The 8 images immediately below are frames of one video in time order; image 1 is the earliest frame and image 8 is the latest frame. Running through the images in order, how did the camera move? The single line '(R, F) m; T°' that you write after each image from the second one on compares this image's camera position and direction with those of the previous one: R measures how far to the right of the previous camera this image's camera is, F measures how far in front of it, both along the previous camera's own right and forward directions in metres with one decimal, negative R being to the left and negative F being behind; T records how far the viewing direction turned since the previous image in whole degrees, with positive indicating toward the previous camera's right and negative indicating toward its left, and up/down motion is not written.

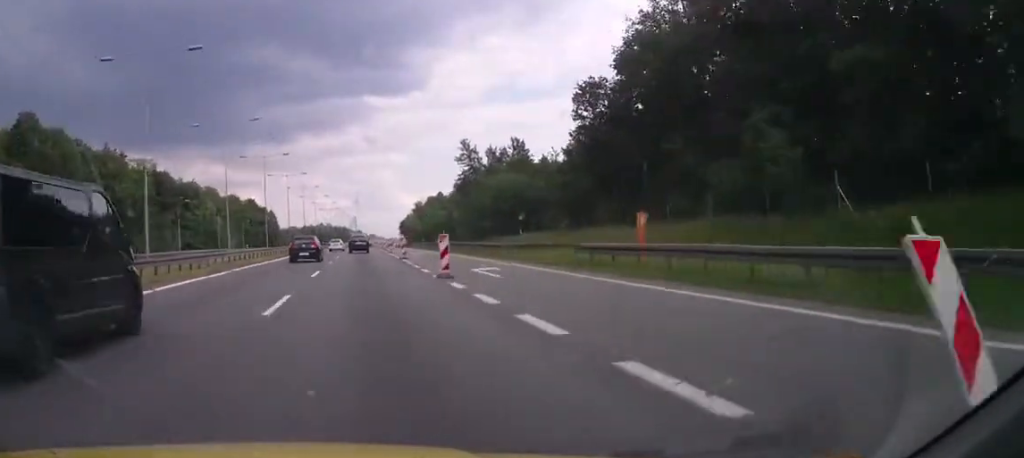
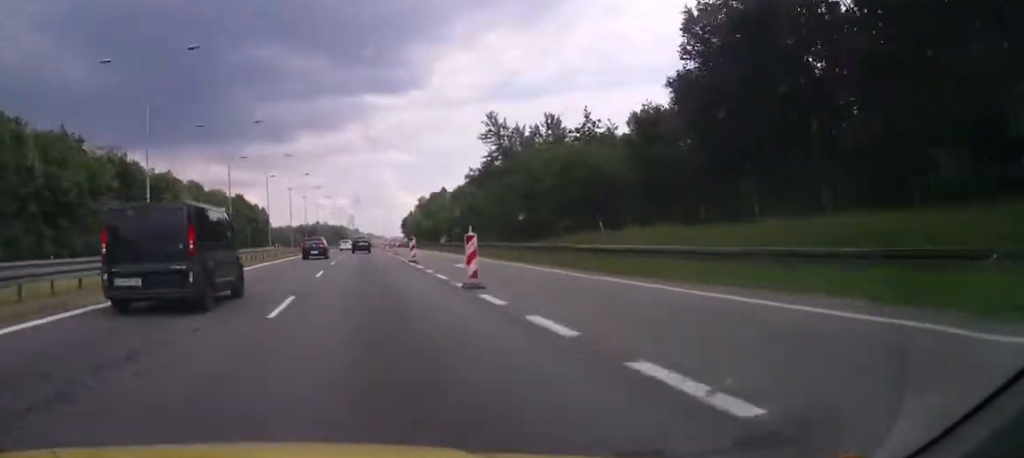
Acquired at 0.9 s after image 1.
(+0.3, +23.9) m; 0°
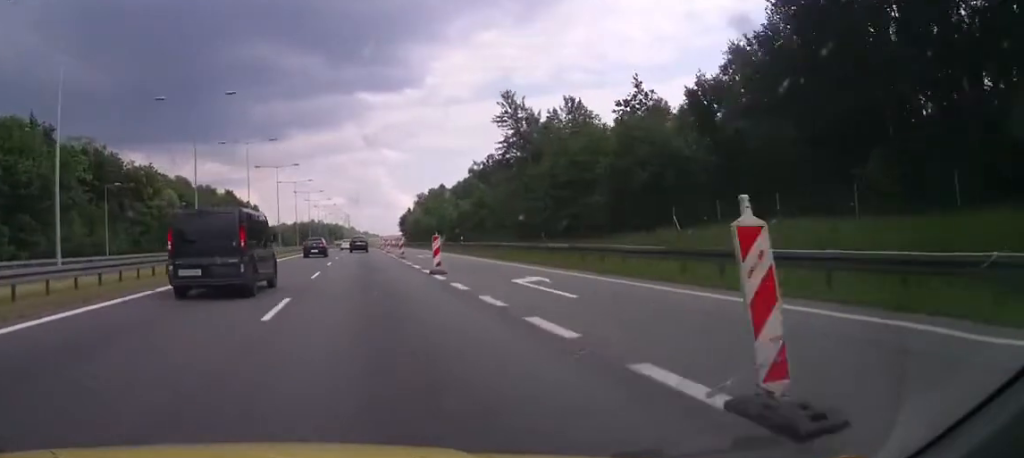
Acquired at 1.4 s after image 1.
(+0.1, +11.9) m; 0°
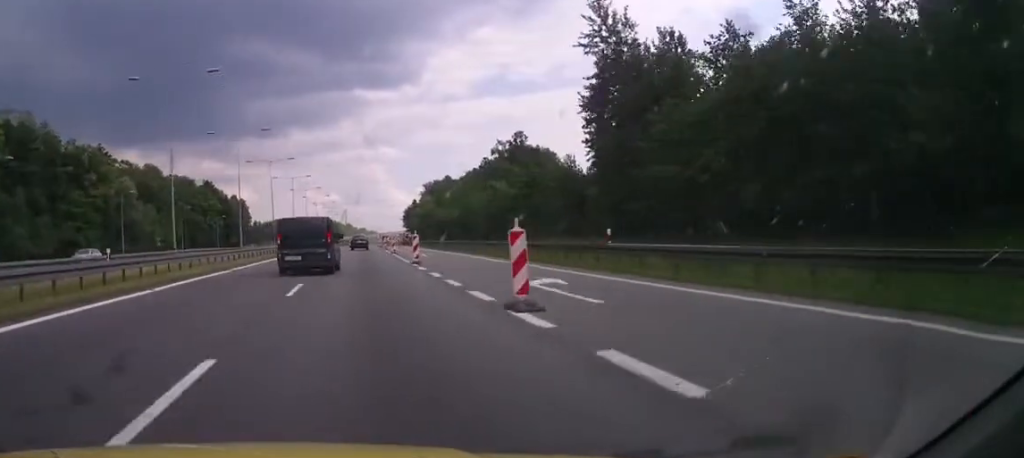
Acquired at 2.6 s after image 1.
(-0.6, +30.8) m; -1°
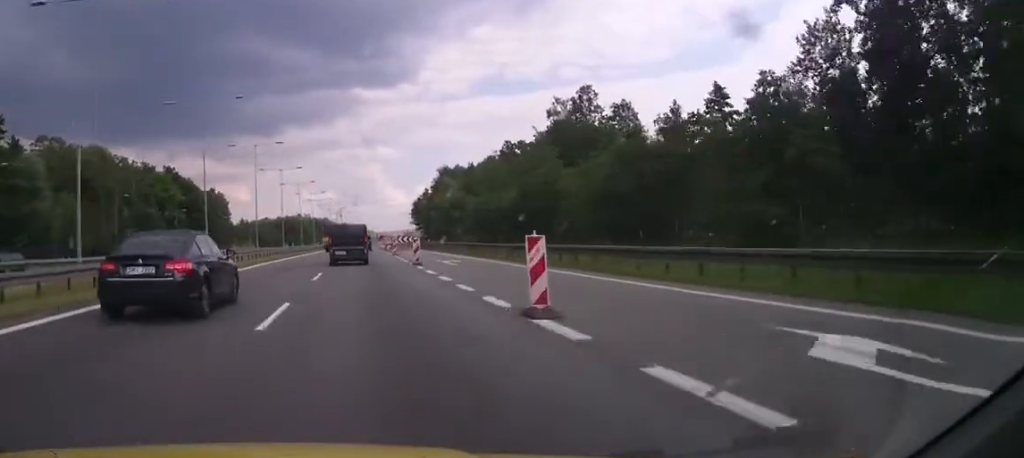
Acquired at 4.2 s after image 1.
(+0.8, +40.5) m; +1°
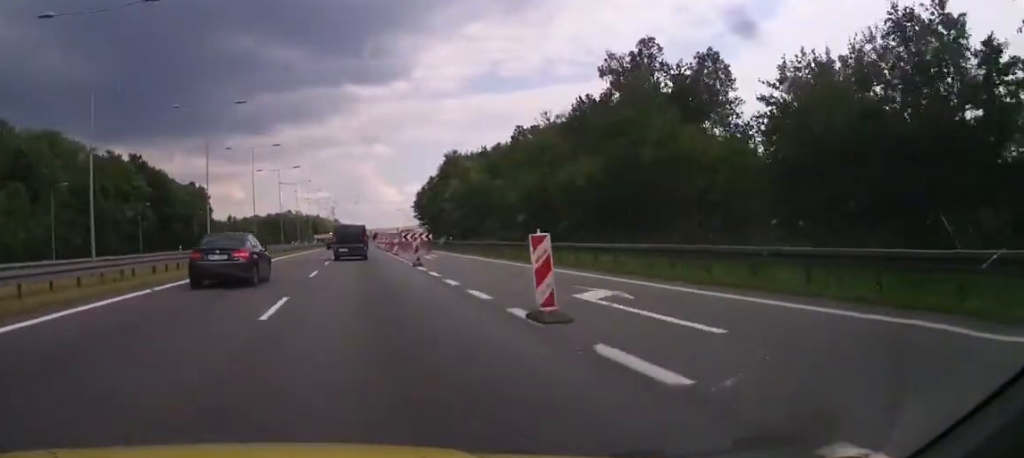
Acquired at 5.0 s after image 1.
(-0.4, +22.6) m; 0°
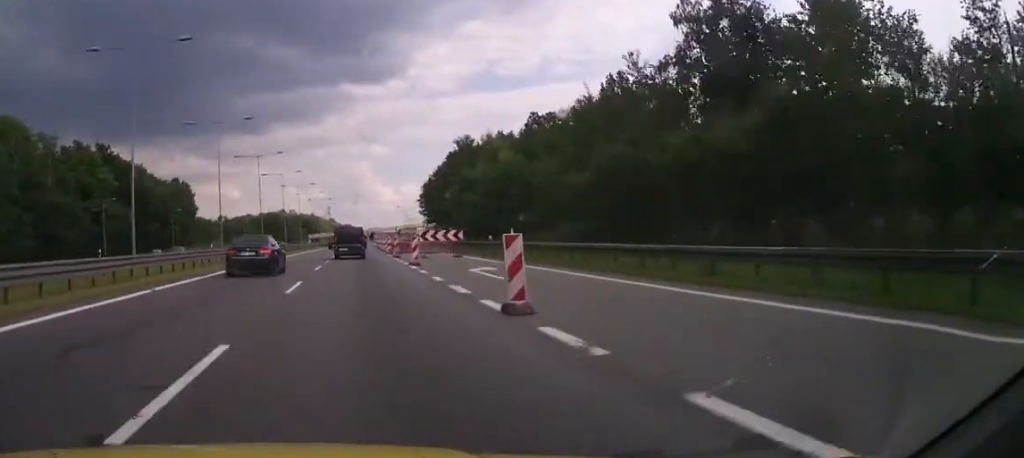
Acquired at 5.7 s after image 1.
(+0.1, +18.2) m; +1°
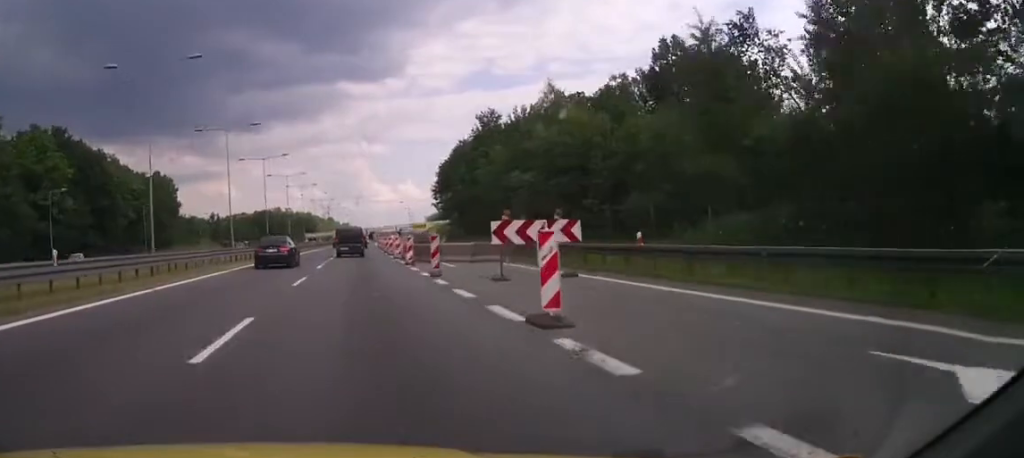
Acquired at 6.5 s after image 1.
(+0.2, +20.7) m; +1°
